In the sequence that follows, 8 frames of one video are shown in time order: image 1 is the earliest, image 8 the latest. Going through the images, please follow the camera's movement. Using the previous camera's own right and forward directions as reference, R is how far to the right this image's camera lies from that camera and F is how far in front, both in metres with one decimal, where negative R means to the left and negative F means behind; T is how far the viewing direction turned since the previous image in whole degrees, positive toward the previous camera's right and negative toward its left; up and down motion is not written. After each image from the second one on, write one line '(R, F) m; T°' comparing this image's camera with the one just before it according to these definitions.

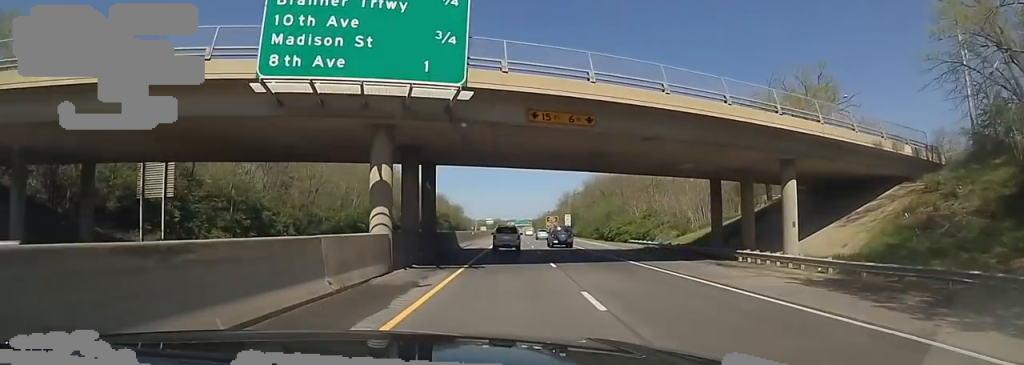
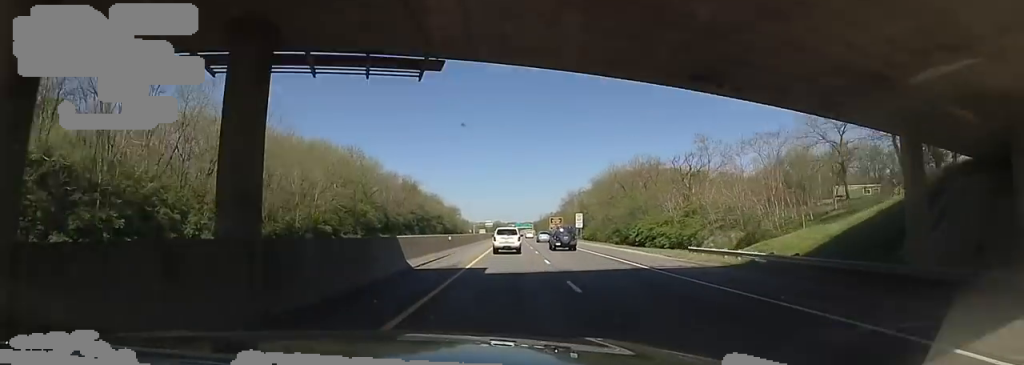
(+0.2, +16.5) m; 0°
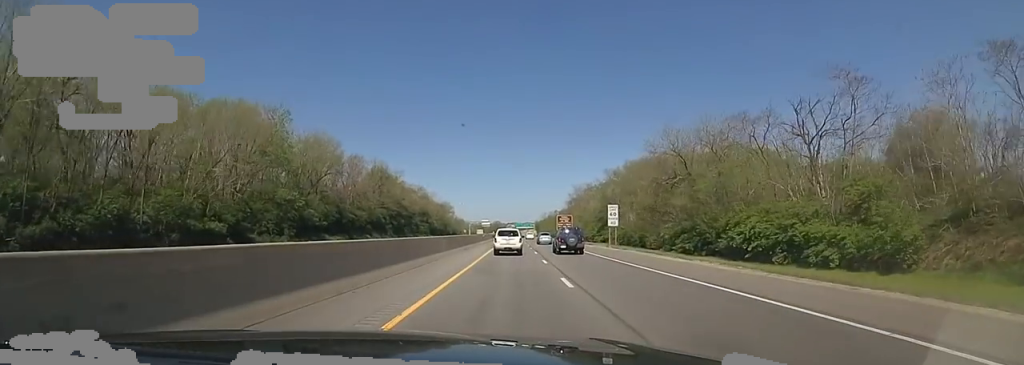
(+0.2, +28.7) m; +2°
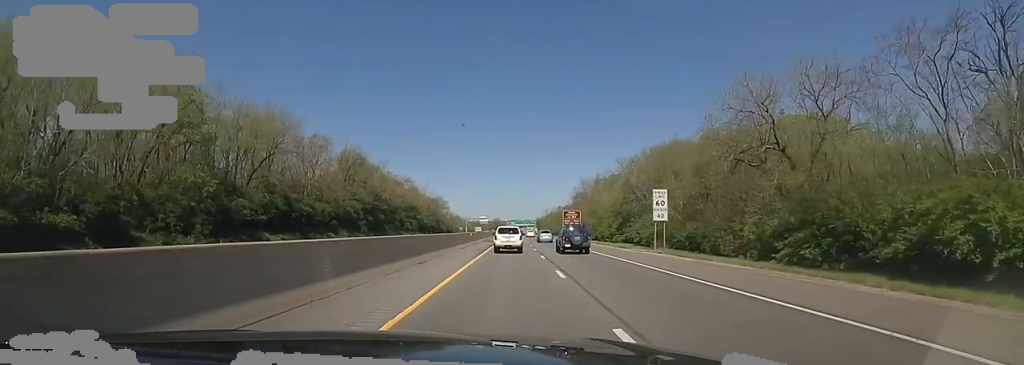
(-0.3, +17.4) m; +1°
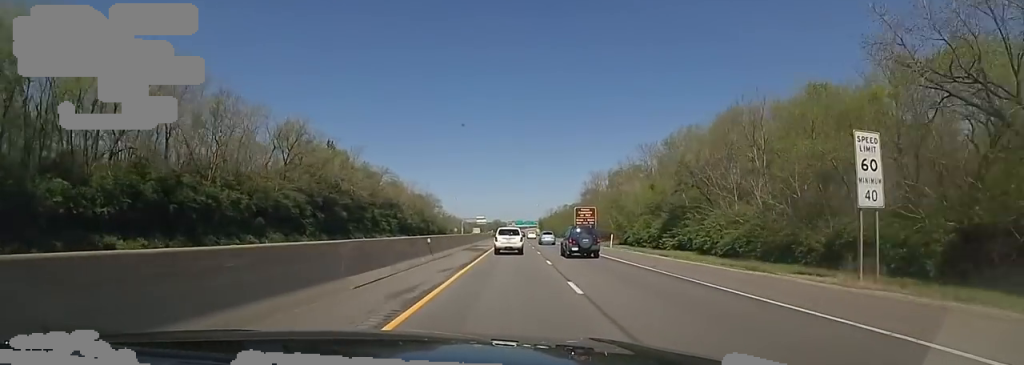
(+1.0, +22.4) m; 0°
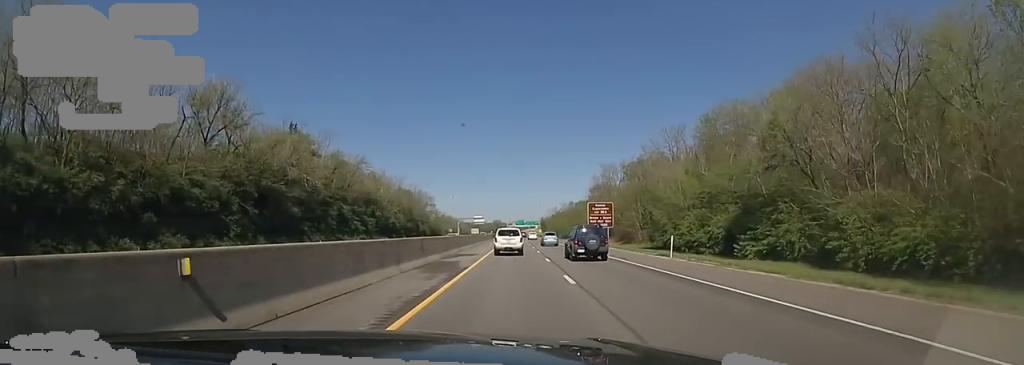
(-0.2, +17.3) m; -1°
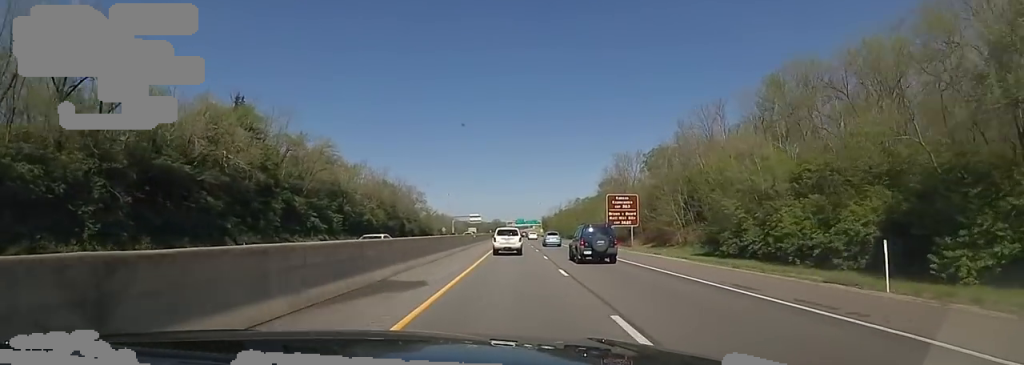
(-0.5, +17.2) m; -2°
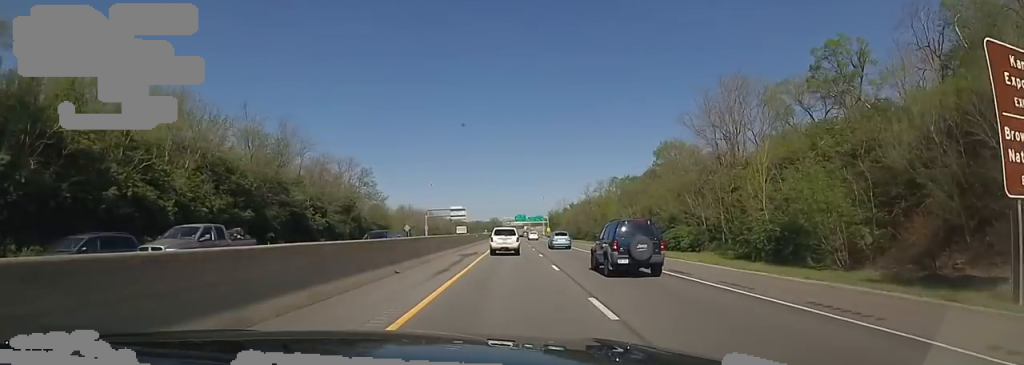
(-0.3, +56.5) m; 0°
